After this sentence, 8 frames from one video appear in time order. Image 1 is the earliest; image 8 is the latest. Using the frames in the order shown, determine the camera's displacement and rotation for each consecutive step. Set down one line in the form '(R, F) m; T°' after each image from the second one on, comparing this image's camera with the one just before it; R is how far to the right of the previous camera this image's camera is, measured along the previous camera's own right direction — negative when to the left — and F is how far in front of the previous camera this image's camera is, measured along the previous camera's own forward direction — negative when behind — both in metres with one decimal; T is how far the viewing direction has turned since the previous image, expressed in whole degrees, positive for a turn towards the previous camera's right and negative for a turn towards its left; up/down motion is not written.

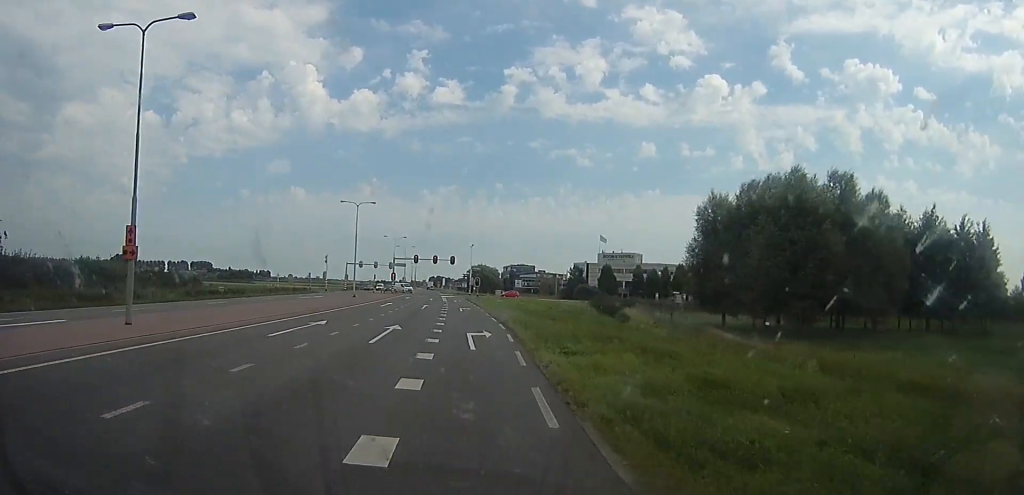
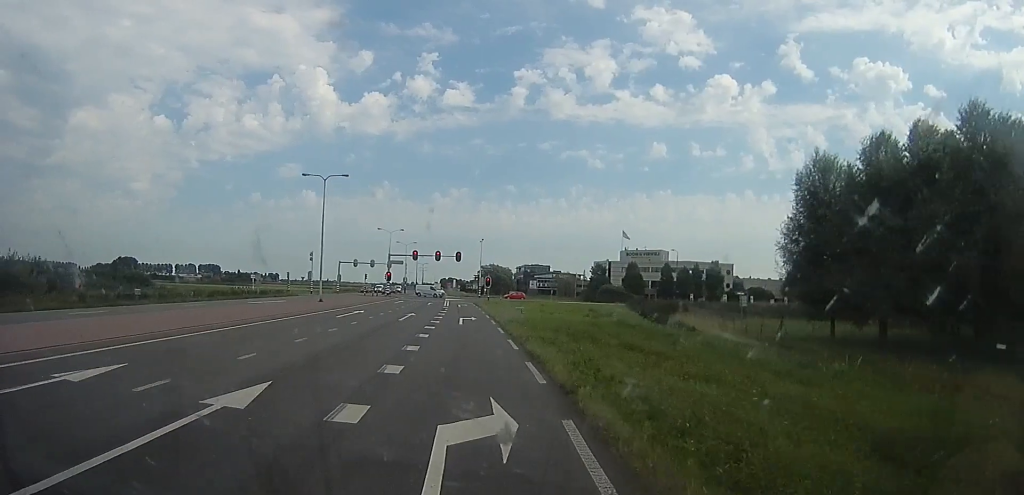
(-0.8, +14.6) m; -4°
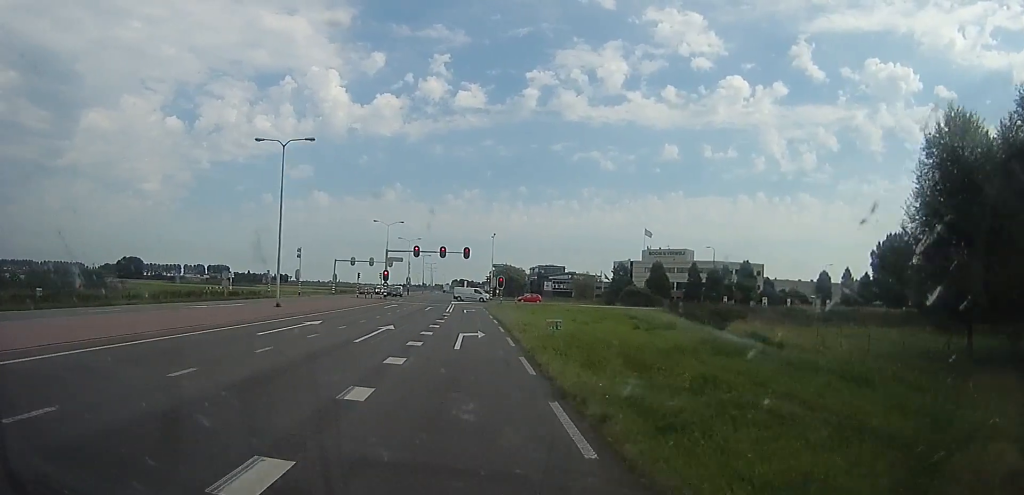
(-0.3, +10.9) m; -1°
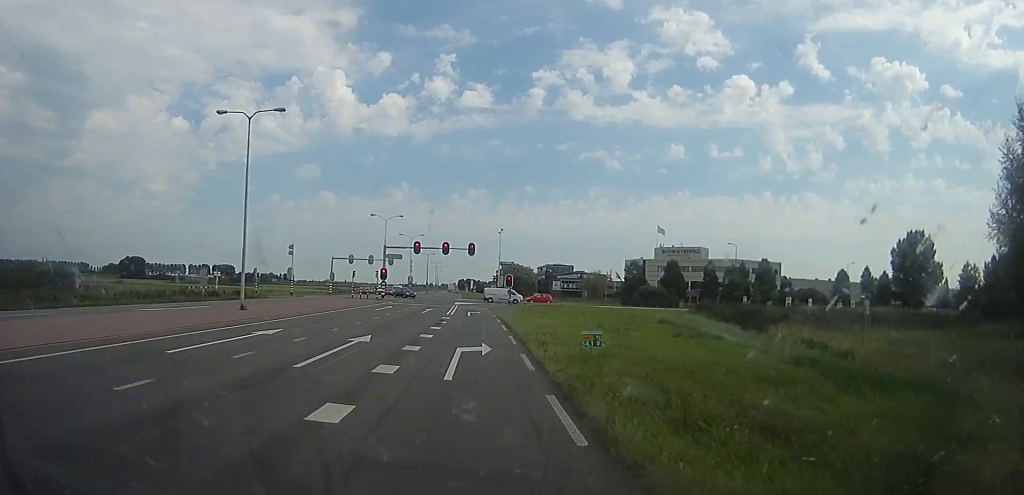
(0.0, +5.9) m; 0°
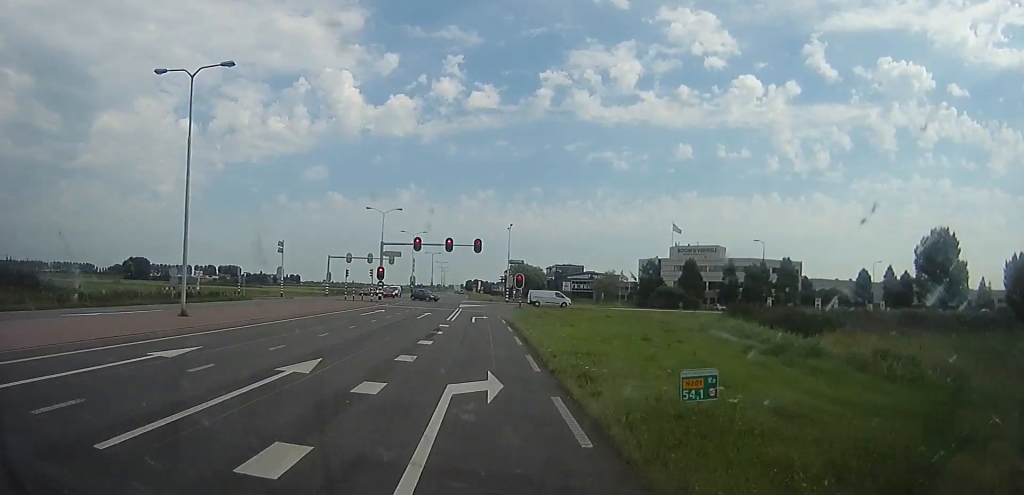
(0.0, +6.1) m; 0°
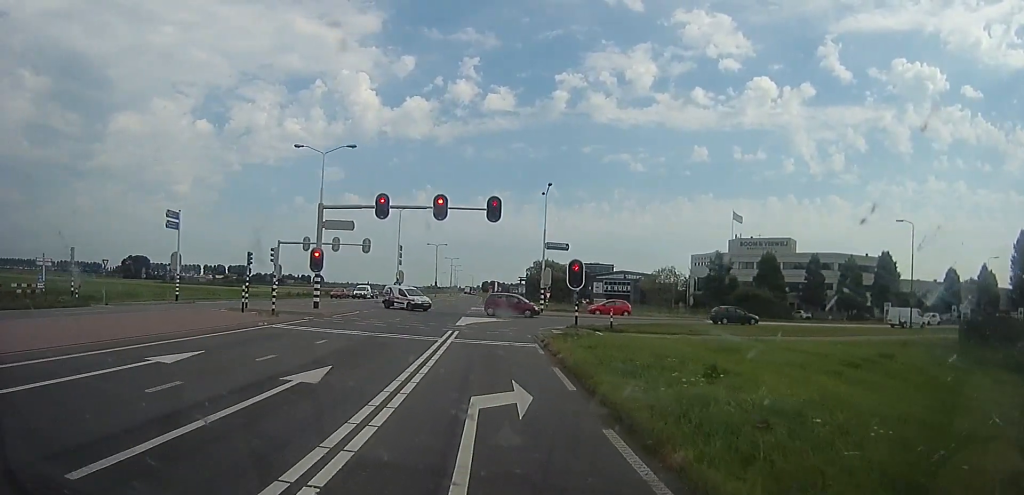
(0.0, +26.9) m; 0°
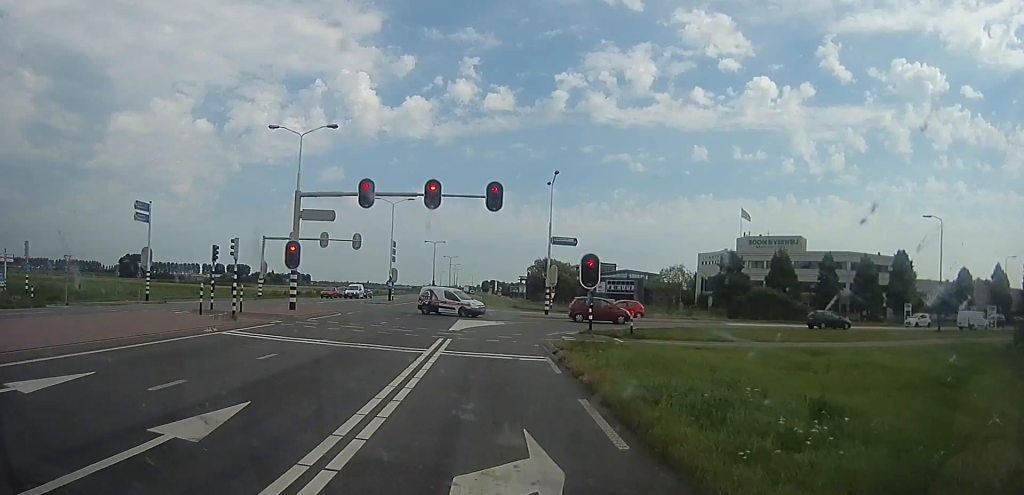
(0.0, +4.2) m; 0°
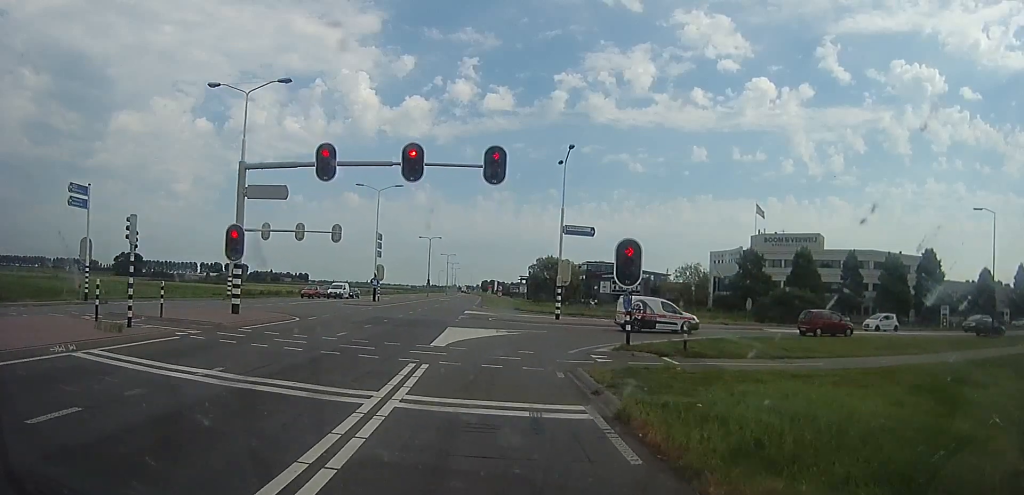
(0.0, +6.8) m; 0°
